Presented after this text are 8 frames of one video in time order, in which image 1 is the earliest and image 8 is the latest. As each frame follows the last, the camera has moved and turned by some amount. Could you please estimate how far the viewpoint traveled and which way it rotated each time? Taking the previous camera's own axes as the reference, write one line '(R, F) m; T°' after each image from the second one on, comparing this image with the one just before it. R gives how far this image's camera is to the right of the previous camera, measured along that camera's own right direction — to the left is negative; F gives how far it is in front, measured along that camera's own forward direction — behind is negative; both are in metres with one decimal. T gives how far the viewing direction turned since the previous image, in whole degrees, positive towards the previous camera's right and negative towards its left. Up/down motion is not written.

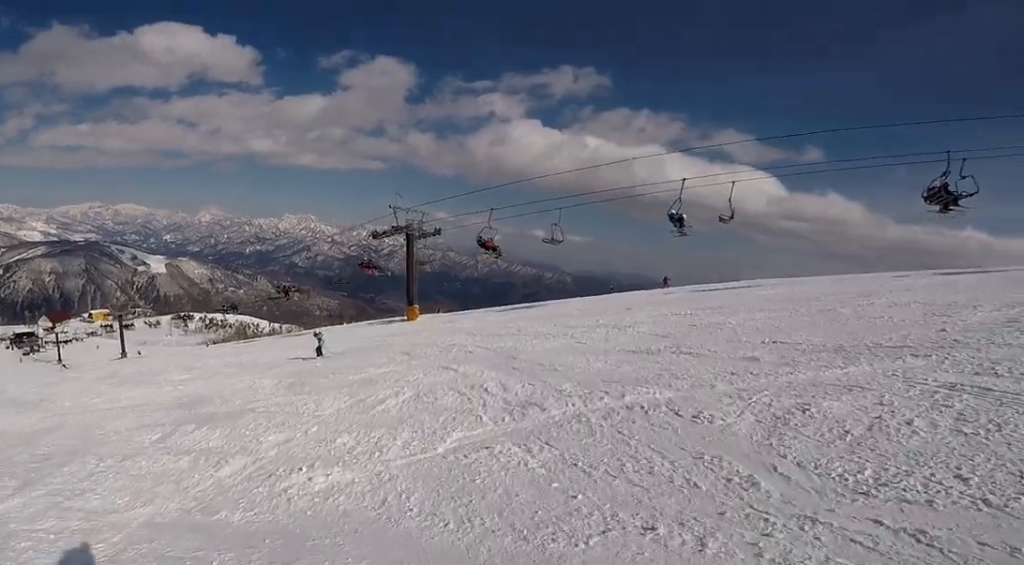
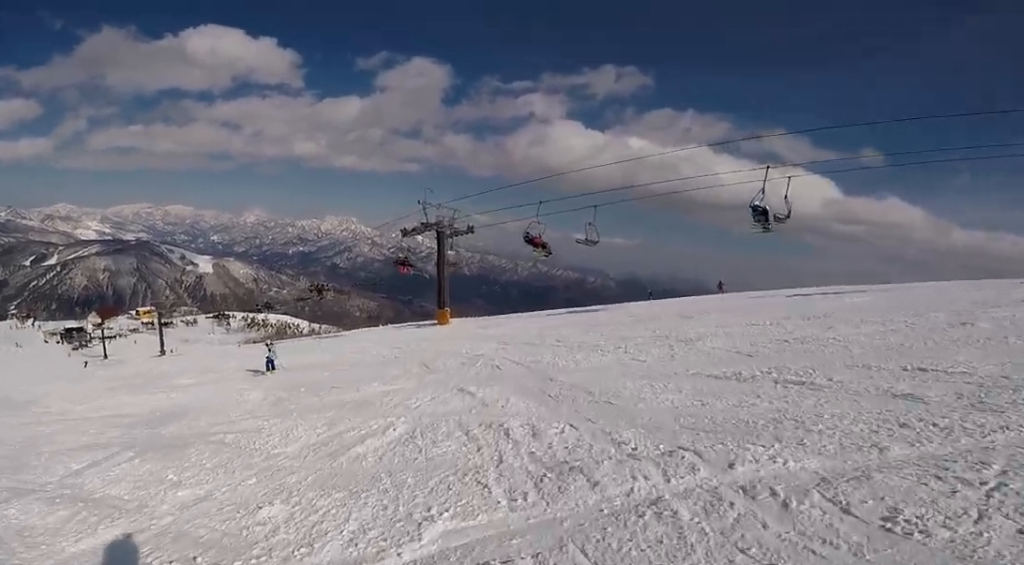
(+0.3, +2.4) m; -11°
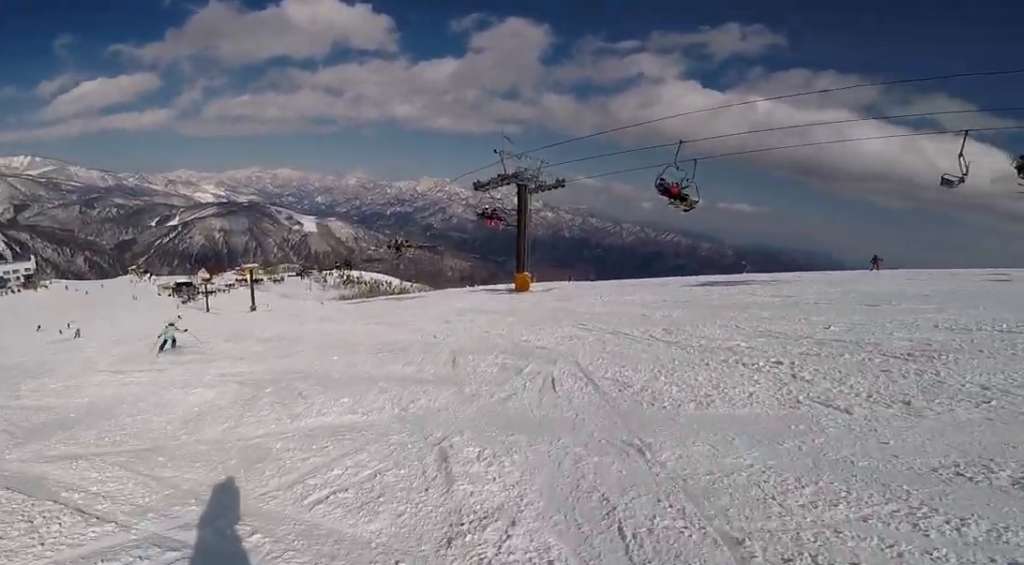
(-1.5, +4.0) m; -18°
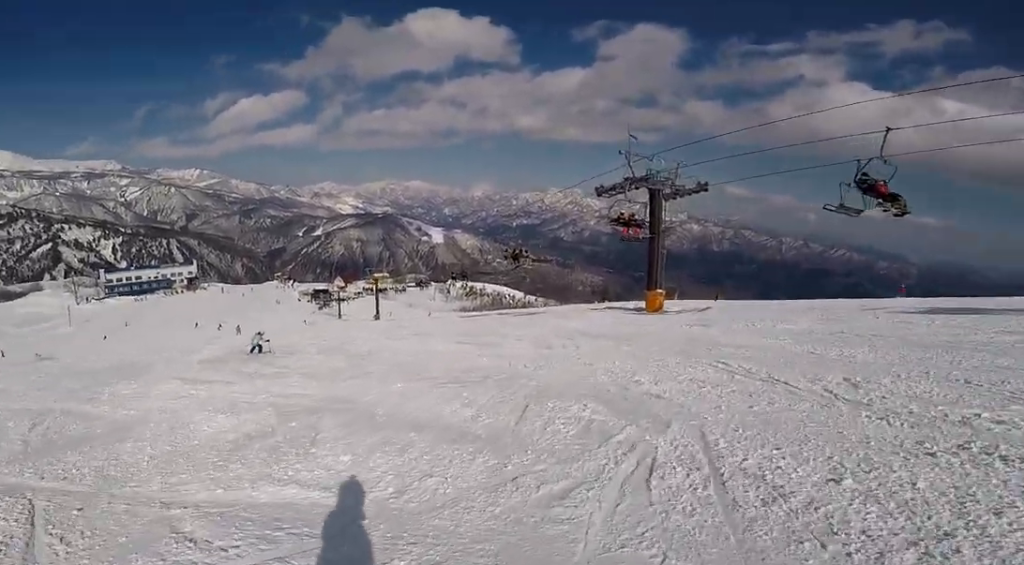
(+0.1, +2.7) m; -9°
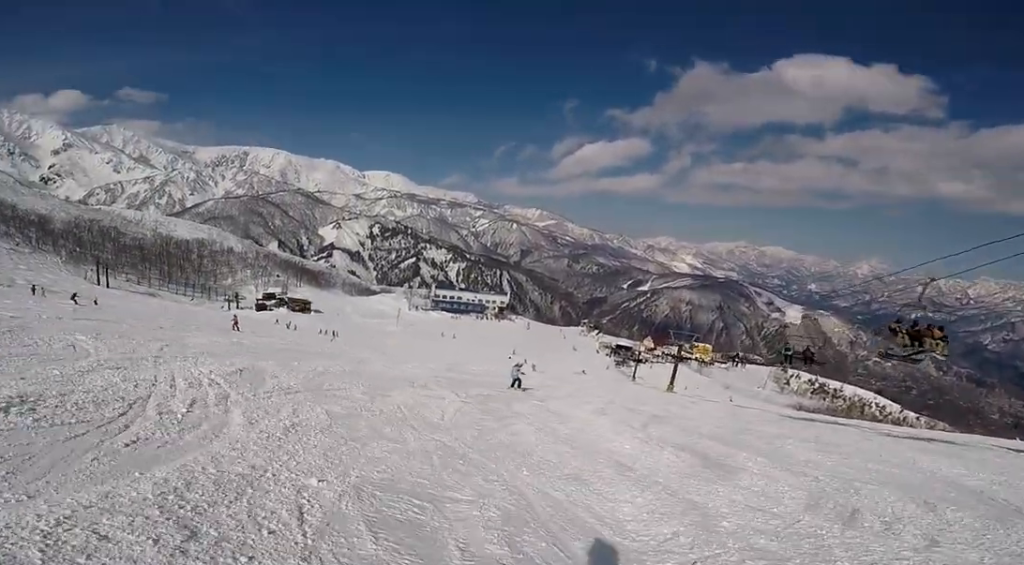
(-1.8, +5.9) m; -53°
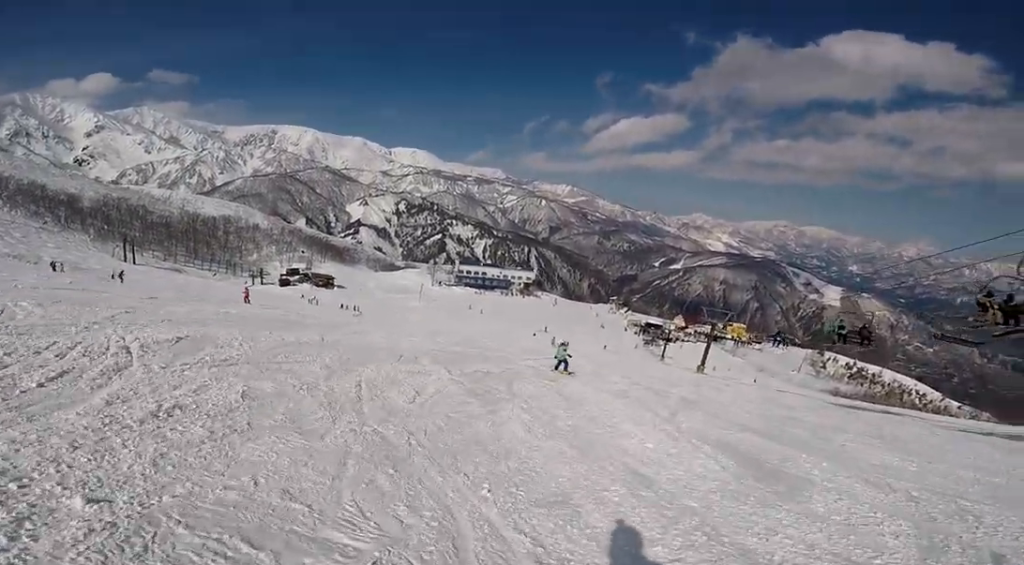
(-0.6, +1.7) m; +3°
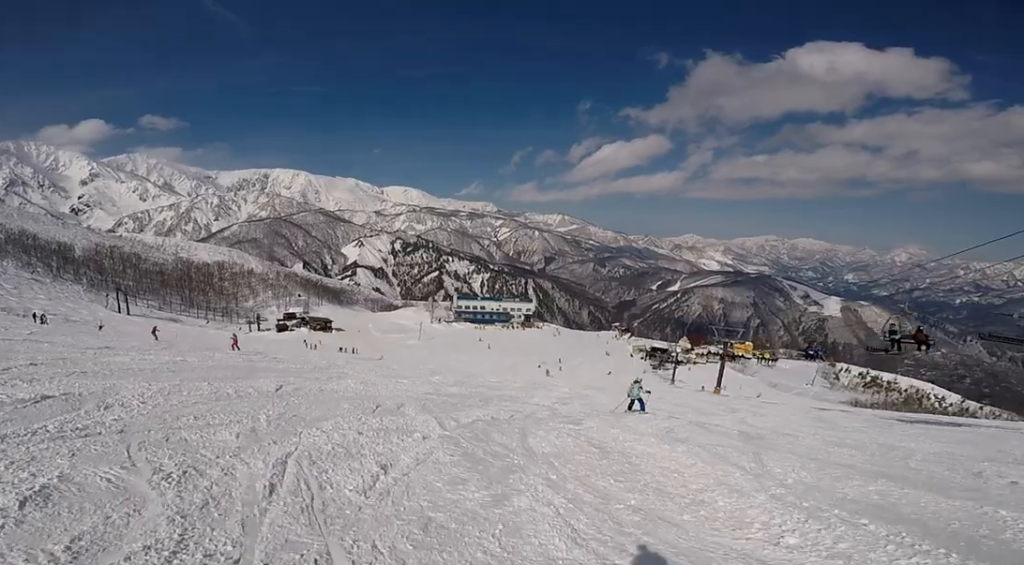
(-0.7, +2.3) m; +6°
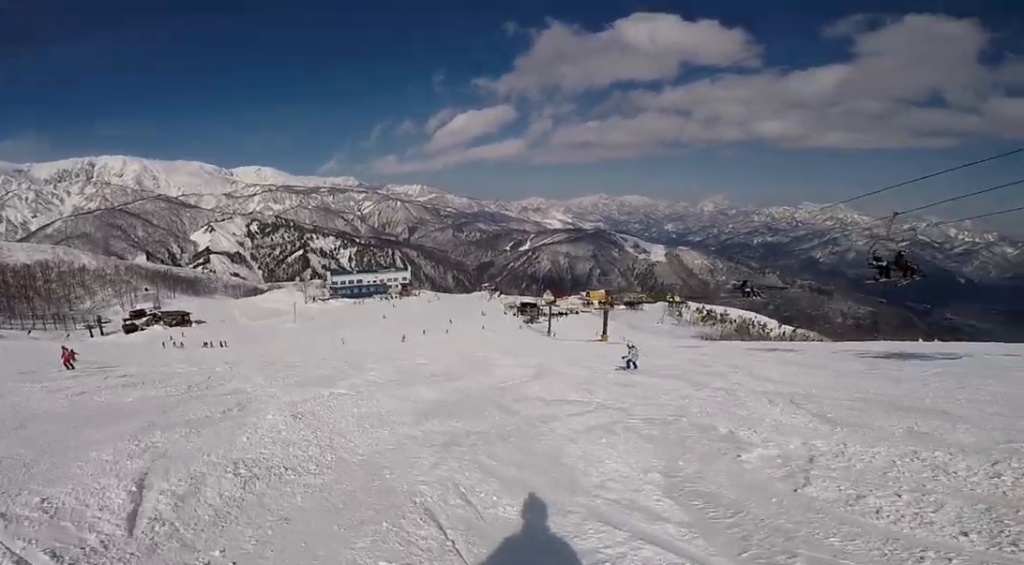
(+3.3, +6.6) m; +39°
